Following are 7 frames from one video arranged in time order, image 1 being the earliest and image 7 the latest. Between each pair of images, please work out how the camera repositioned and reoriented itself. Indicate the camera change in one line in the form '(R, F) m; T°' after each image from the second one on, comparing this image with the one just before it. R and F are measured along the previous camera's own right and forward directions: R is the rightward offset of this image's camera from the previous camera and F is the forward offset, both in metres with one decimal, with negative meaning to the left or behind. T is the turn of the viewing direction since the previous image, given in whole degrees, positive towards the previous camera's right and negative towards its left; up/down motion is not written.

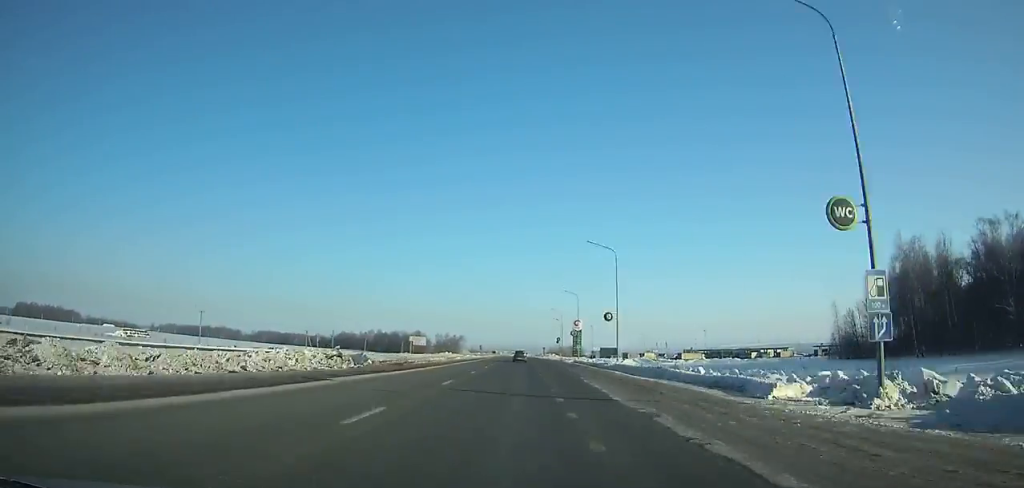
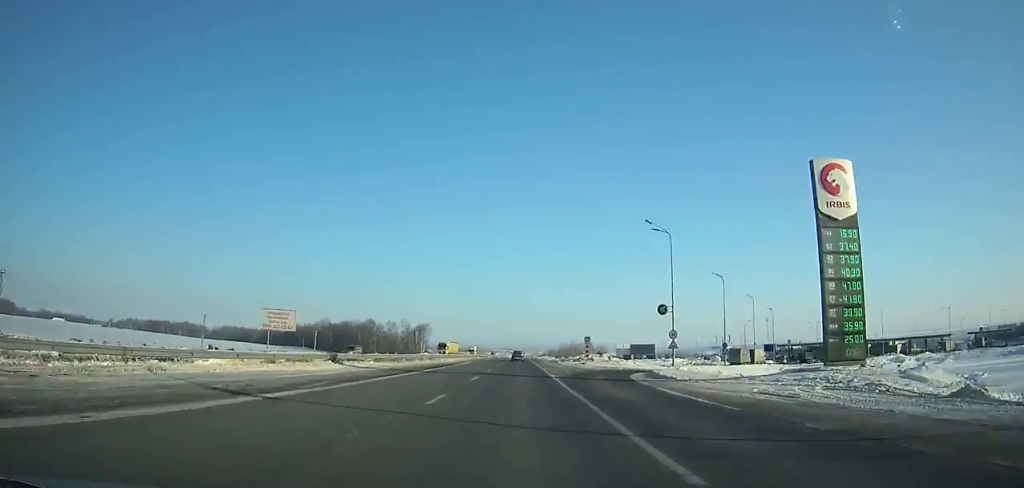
(+0.9, +127.1) m; +1°
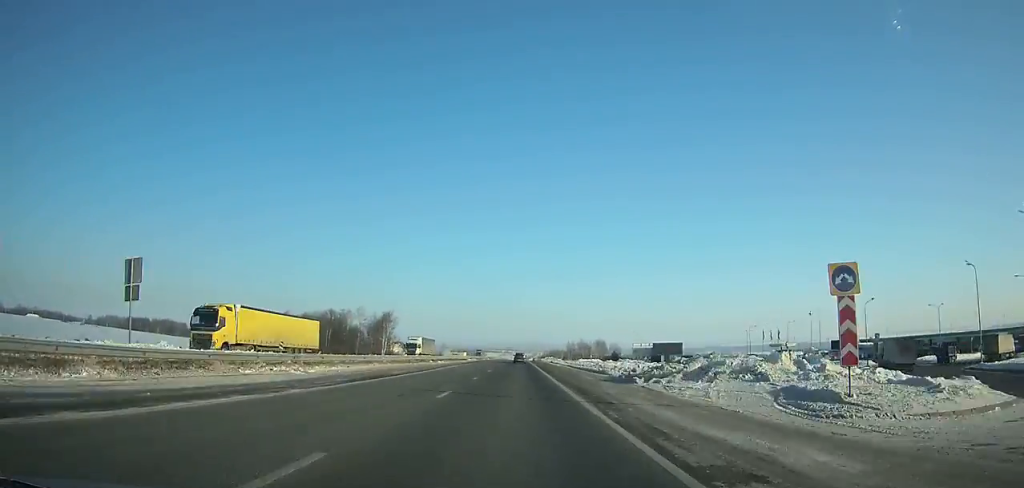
(+0.1, +56.8) m; 0°
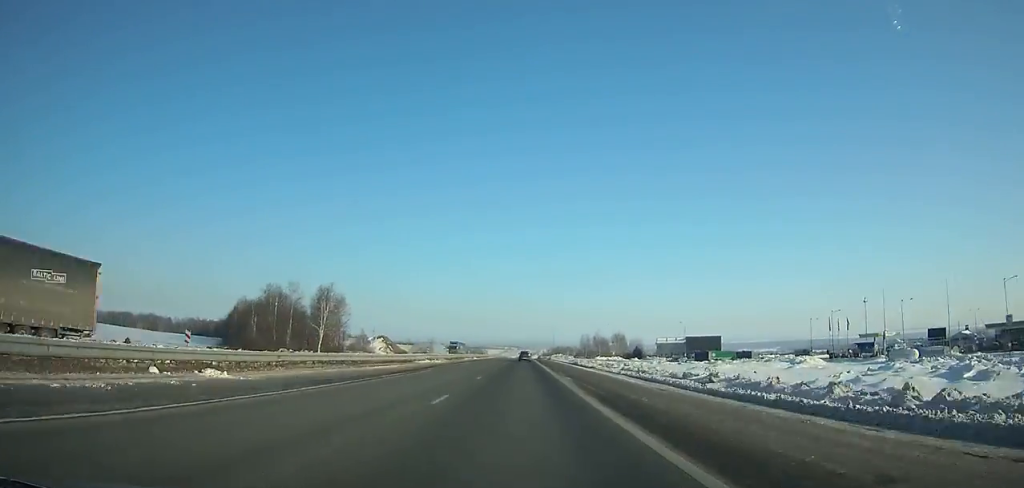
(-0.3, +50.9) m; 0°
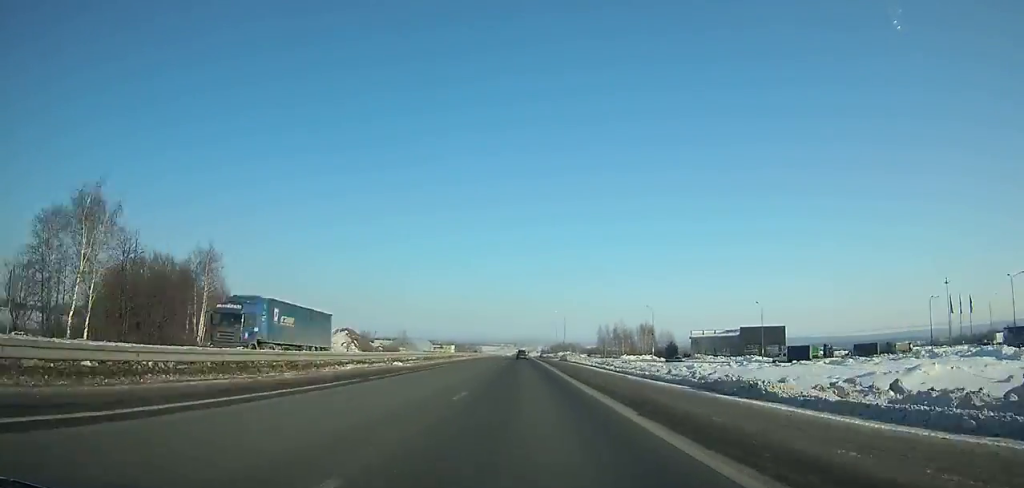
(-0.1, +58.5) m; 0°
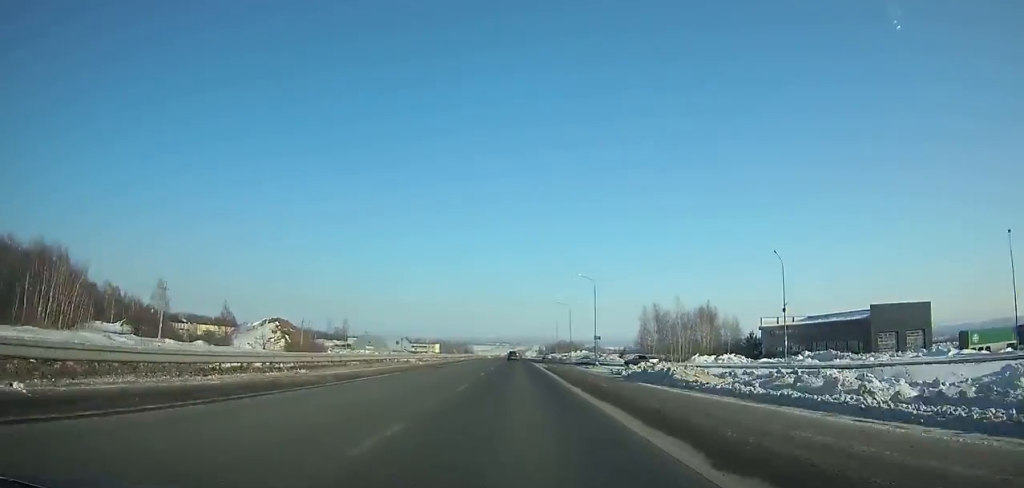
(-0.2, +66.4) m; 0°
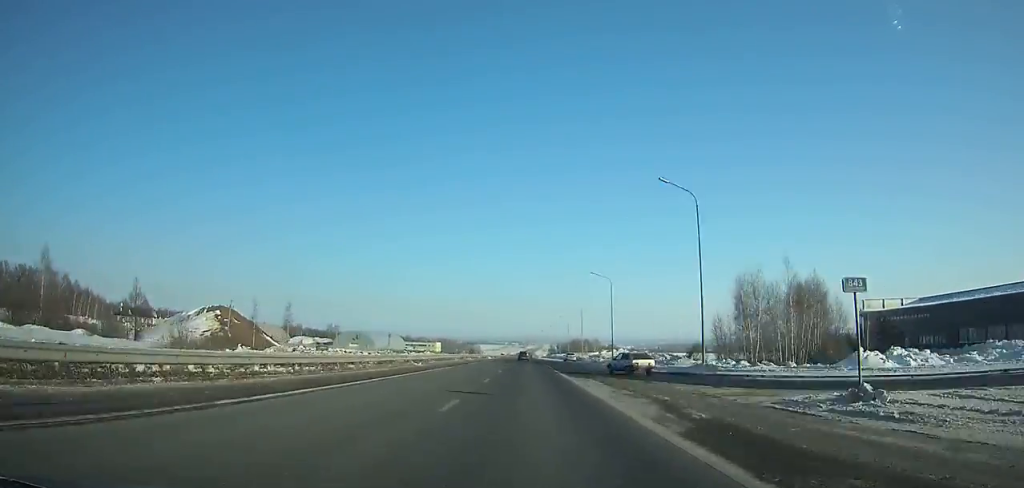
(-0.1, +43.0) m; 0°
